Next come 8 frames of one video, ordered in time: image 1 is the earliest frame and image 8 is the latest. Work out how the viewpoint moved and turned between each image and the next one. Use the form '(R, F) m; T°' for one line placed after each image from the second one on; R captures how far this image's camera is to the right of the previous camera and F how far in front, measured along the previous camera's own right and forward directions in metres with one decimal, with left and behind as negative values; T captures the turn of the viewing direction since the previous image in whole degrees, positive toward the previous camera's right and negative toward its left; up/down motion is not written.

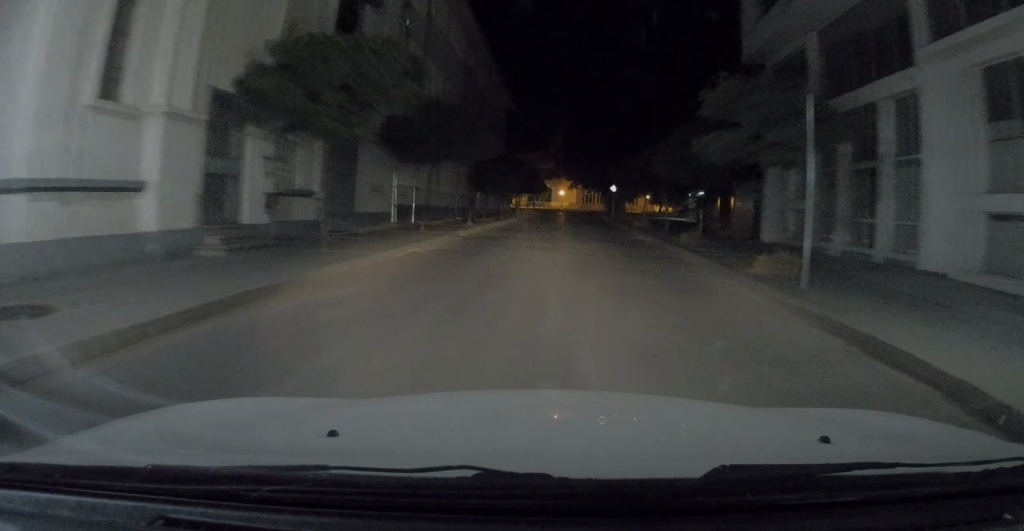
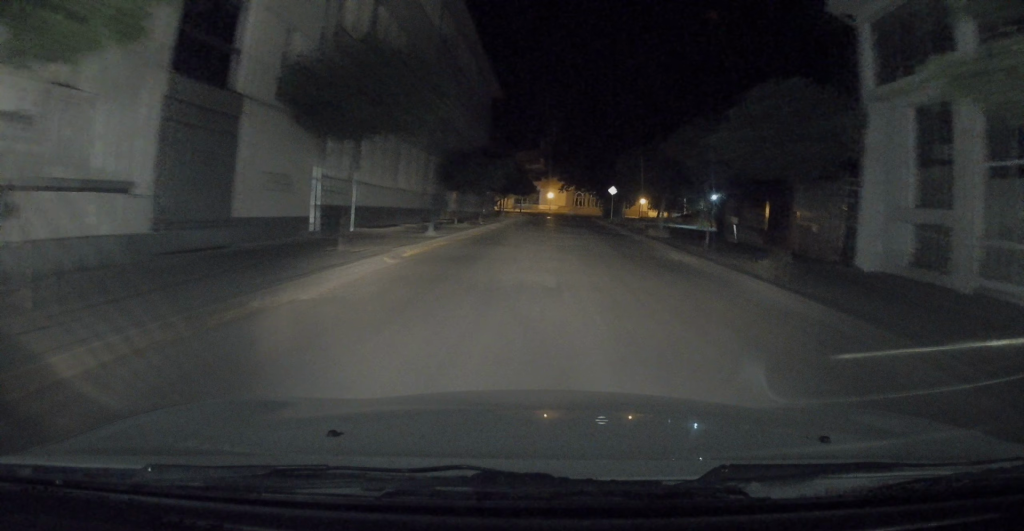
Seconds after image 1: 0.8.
(+0.1, +7.4) m; +1°
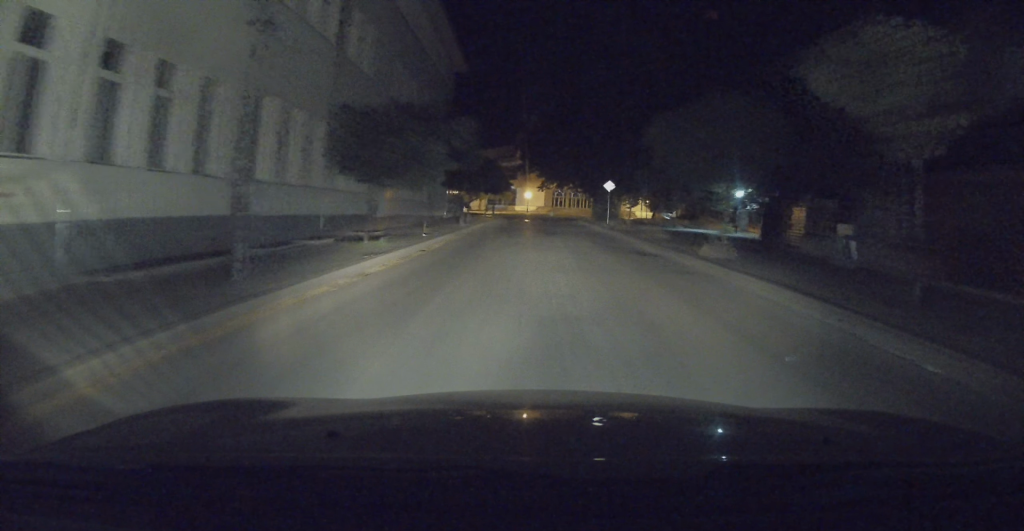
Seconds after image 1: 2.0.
(+0.2, +11.5) m; -1°
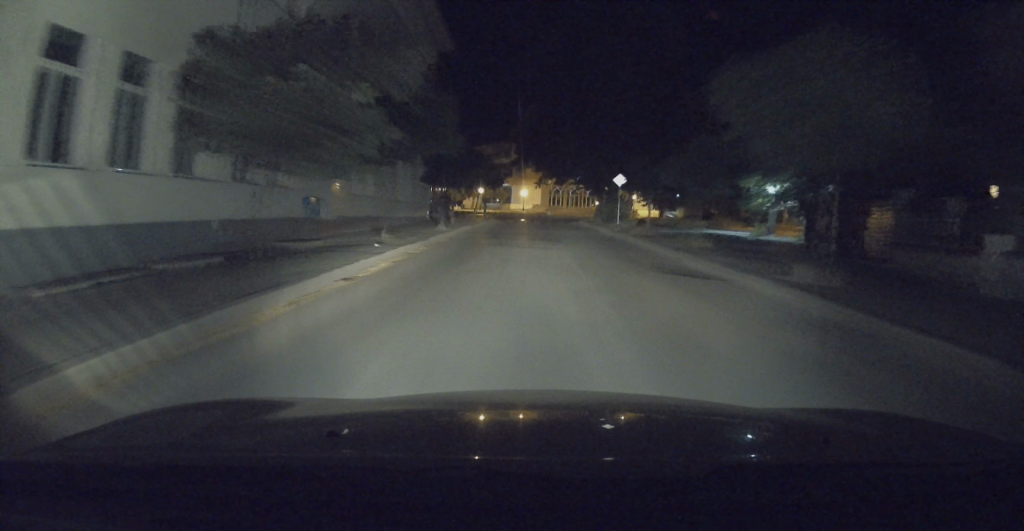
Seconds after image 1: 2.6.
(-0.1, +6.2) m; -1°
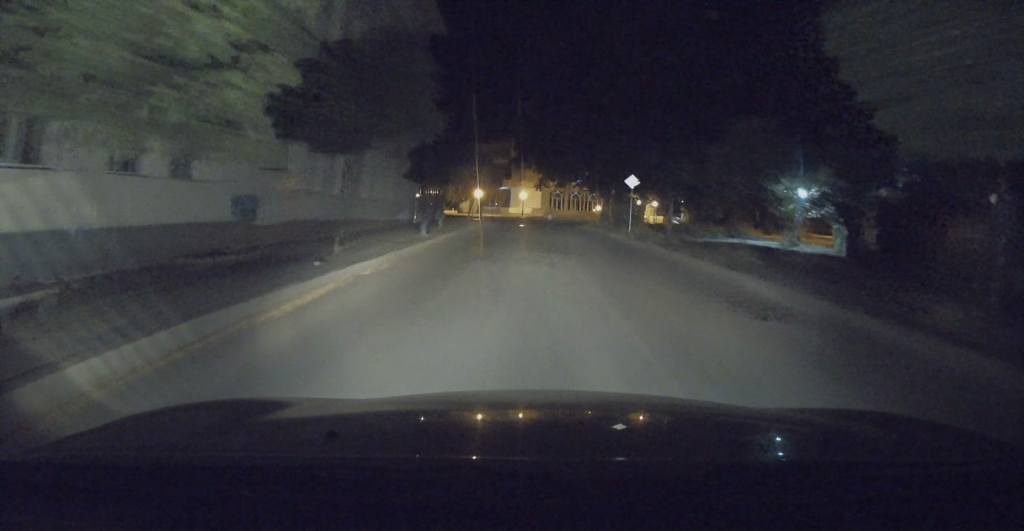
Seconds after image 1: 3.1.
(-0.1, +4.3) m; -1°
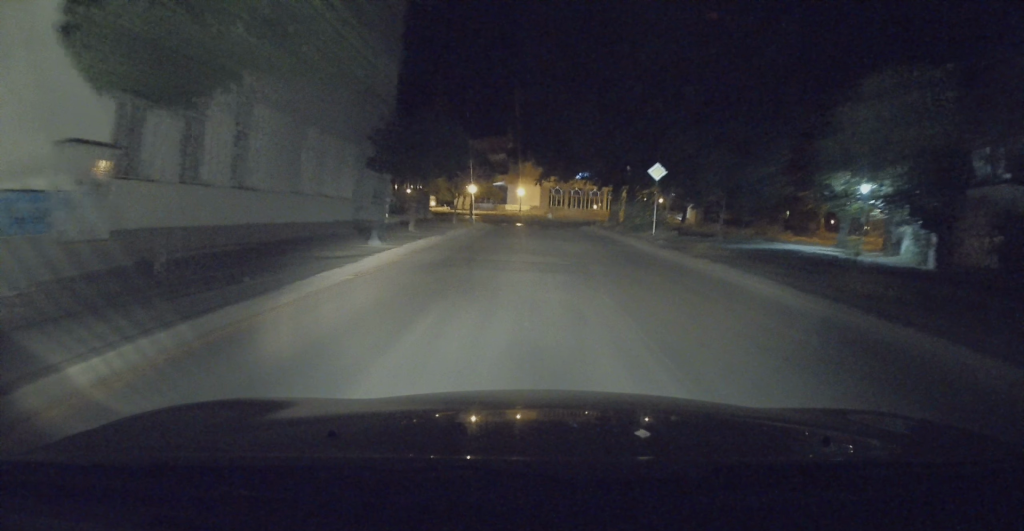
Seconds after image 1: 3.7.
(0.0, +6.3) m; +1°
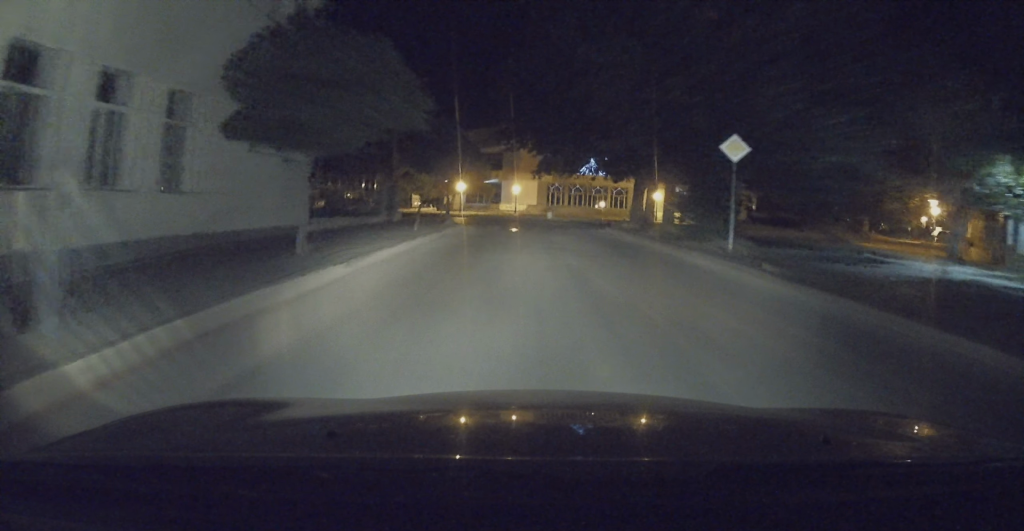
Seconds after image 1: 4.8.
(+0.2, +9.6) m; +3°
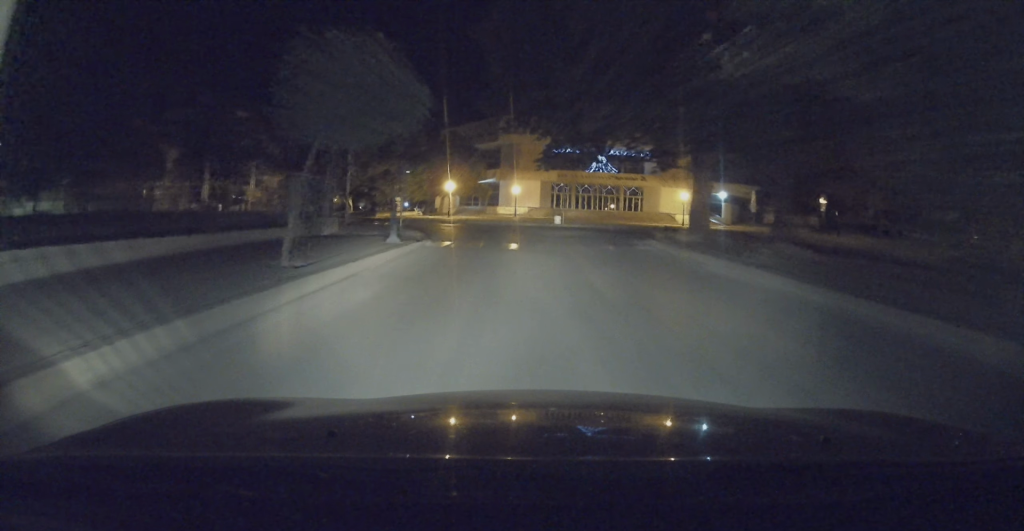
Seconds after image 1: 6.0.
(+0.5, +11.5) m; +4°
